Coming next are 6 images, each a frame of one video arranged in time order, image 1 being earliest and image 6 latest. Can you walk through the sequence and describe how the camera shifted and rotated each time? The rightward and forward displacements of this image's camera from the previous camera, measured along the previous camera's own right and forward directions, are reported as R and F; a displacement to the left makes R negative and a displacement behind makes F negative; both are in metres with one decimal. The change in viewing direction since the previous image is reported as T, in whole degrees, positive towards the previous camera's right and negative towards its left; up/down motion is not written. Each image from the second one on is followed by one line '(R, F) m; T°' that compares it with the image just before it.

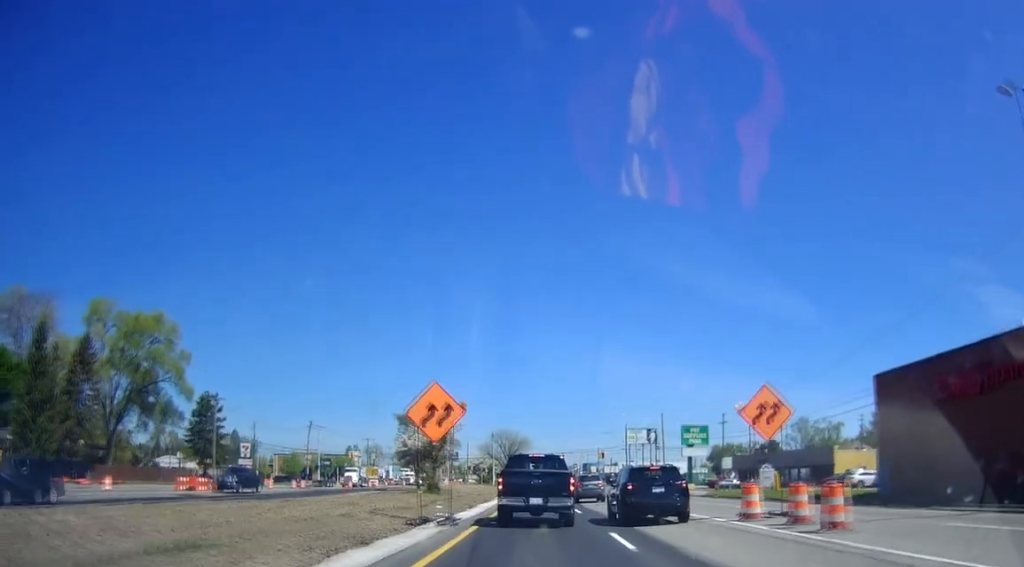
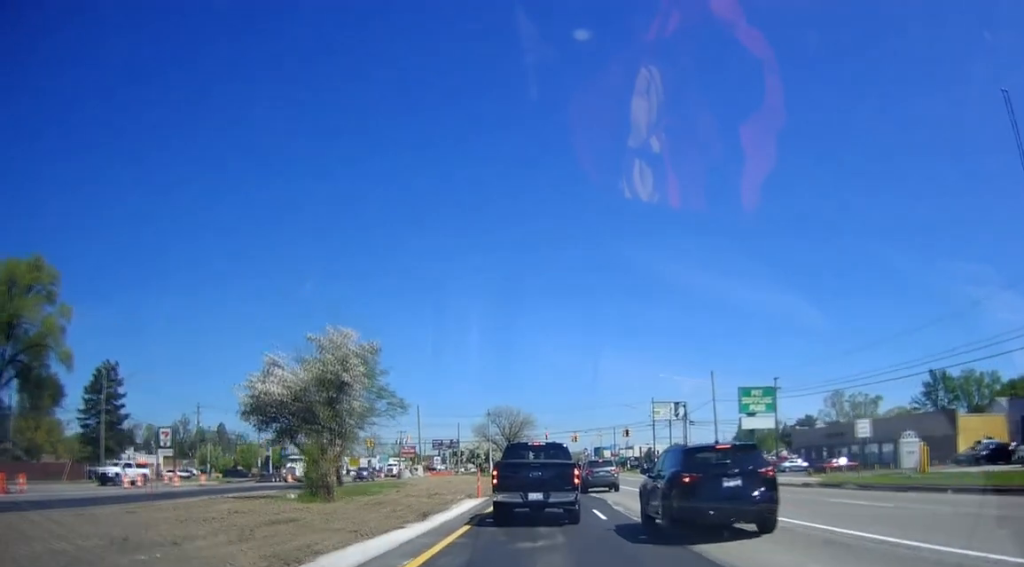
(-0.1, +24.3) m; -4°
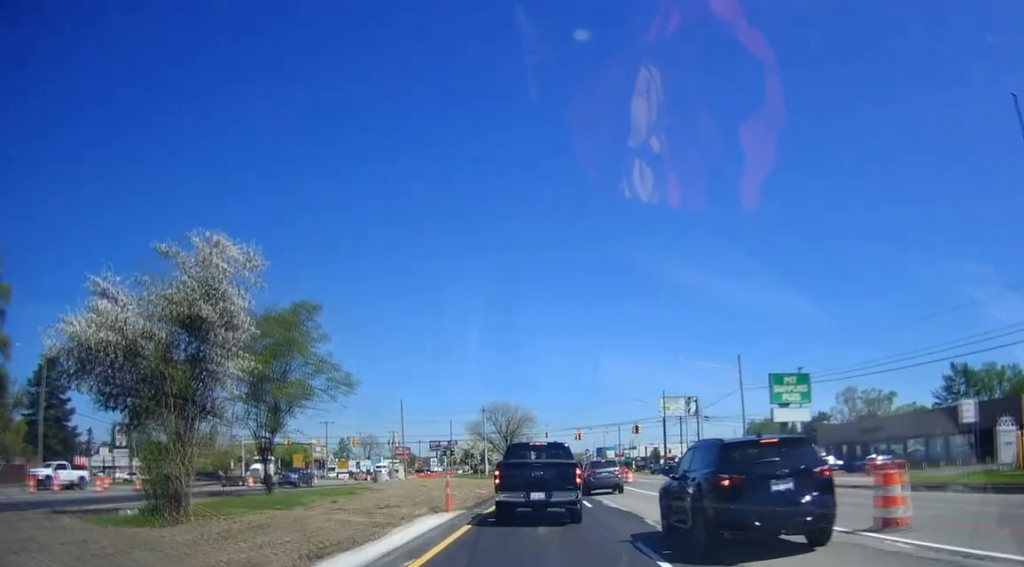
(-0.7, +9.6) m; -1°
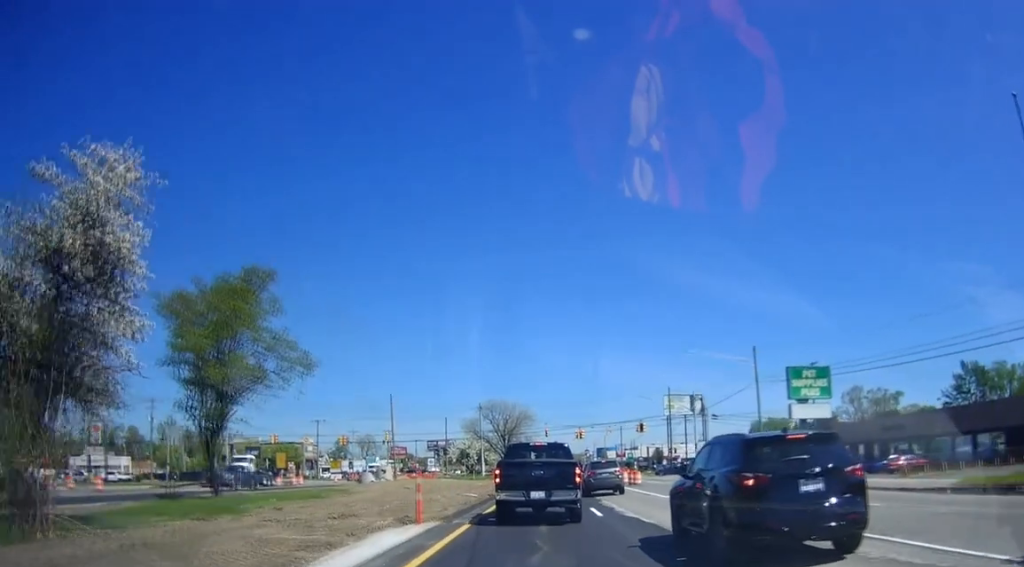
(+0.3, +4.4) m; +2°
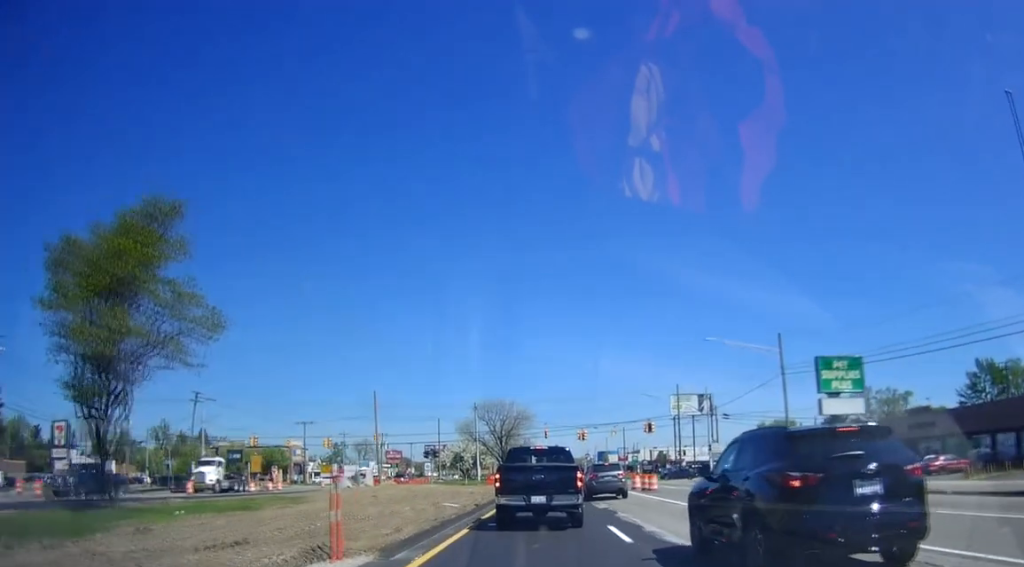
(+0.2, +6.2) m; +2°
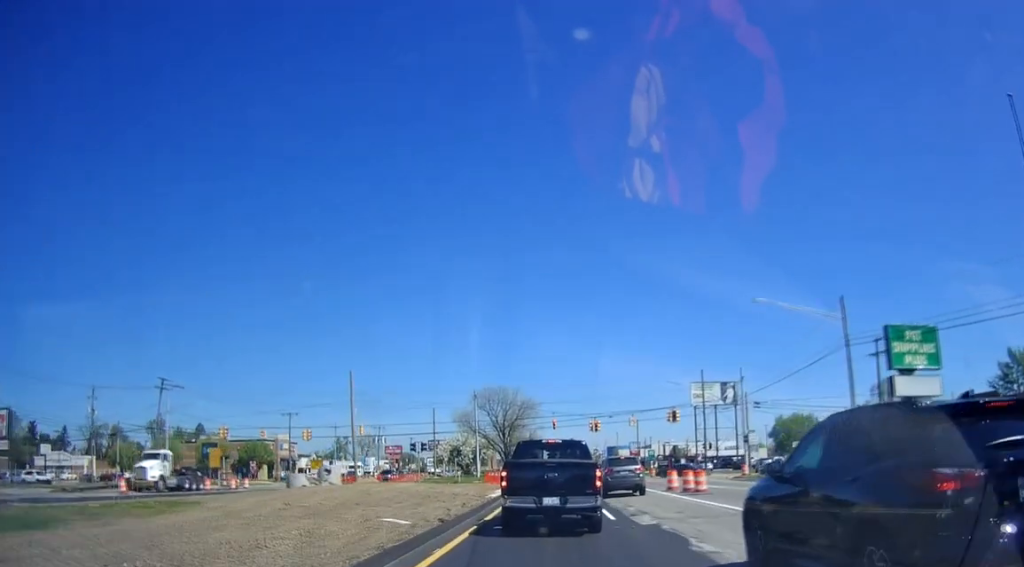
(-0.1, +8.9) m; -3°
